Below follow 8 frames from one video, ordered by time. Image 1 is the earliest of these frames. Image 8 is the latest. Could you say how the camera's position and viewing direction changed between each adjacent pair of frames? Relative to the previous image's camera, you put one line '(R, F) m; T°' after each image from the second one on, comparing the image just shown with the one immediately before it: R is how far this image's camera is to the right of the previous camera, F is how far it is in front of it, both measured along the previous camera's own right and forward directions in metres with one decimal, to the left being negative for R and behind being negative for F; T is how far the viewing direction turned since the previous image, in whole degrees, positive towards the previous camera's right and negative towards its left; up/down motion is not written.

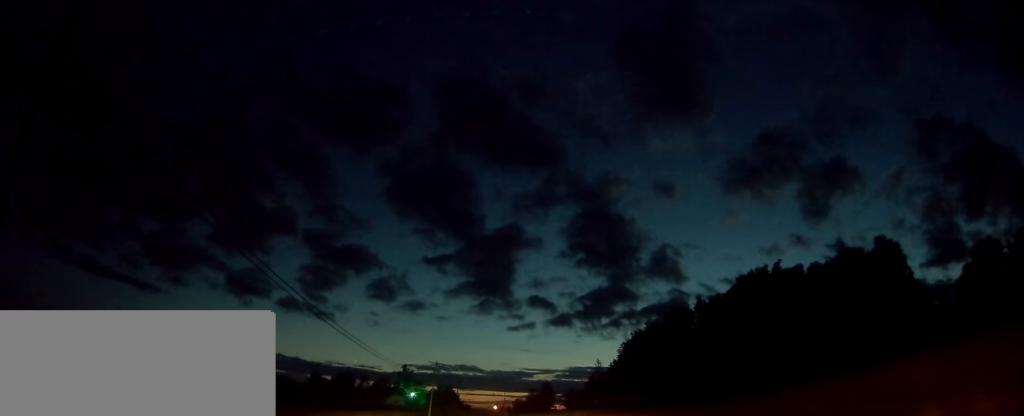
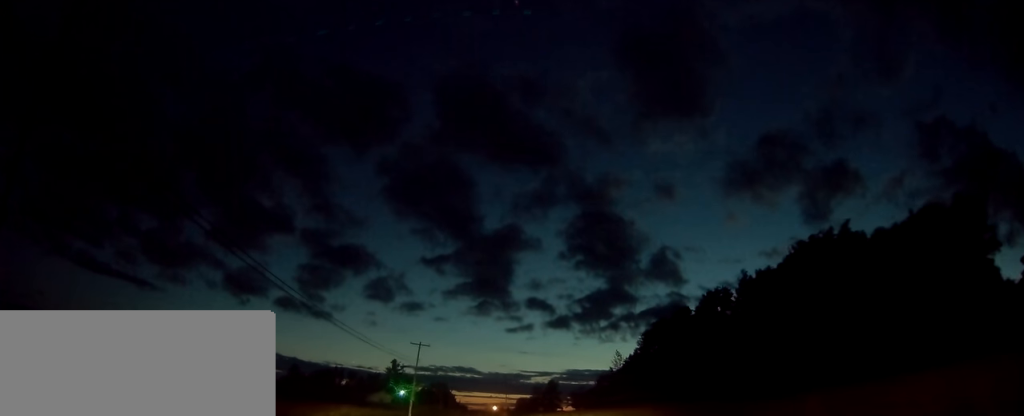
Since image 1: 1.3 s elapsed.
(-0.3, +23.5) m; 0°
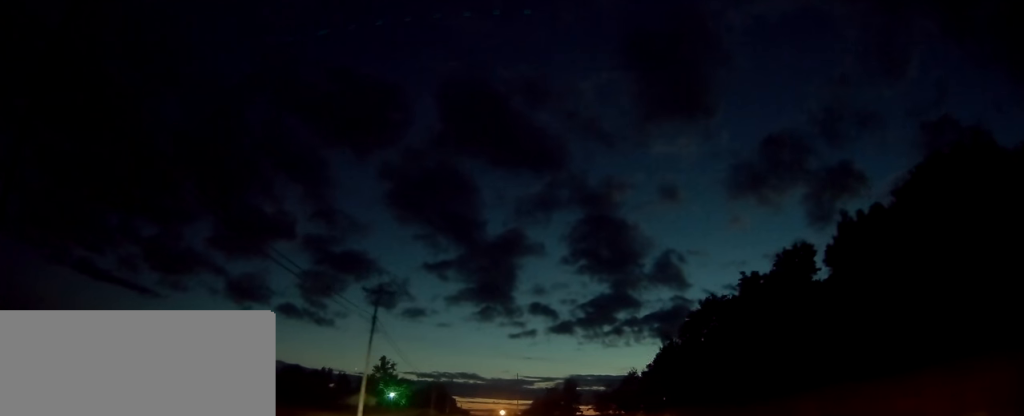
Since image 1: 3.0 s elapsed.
(+0.2, +31.4) m; 0°
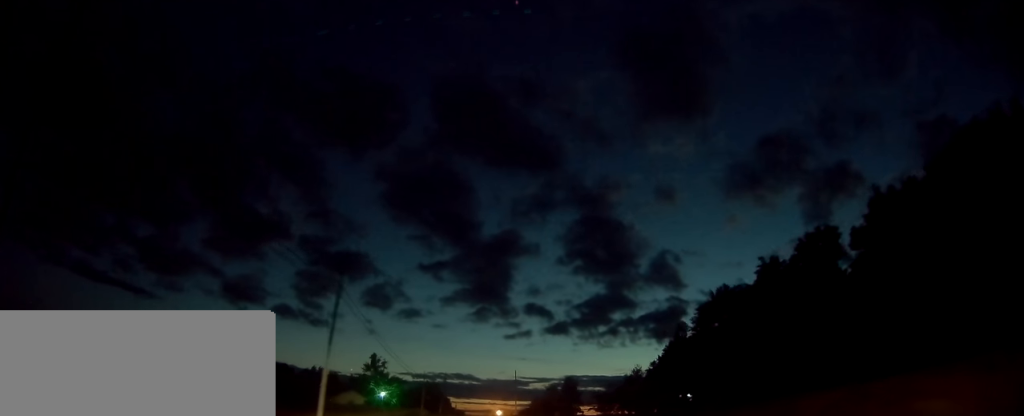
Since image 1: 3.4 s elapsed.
(-0.1, +8.6) m; 0°
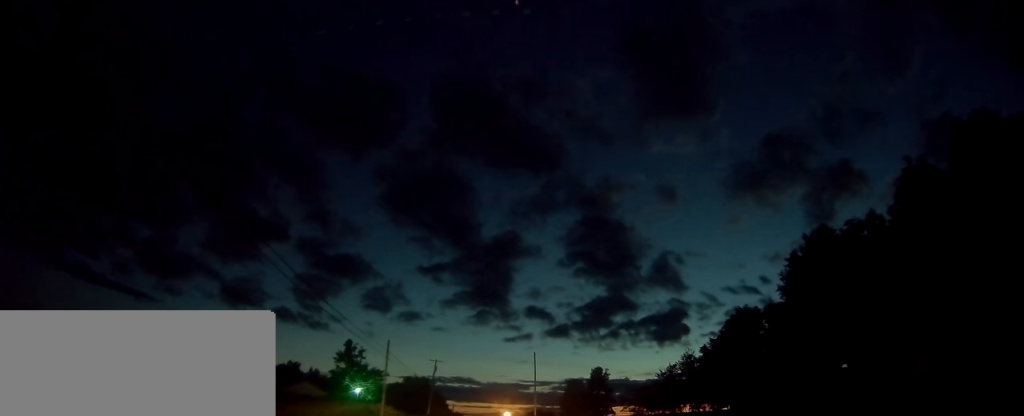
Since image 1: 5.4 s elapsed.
(0.0, +36.0) m; 0°
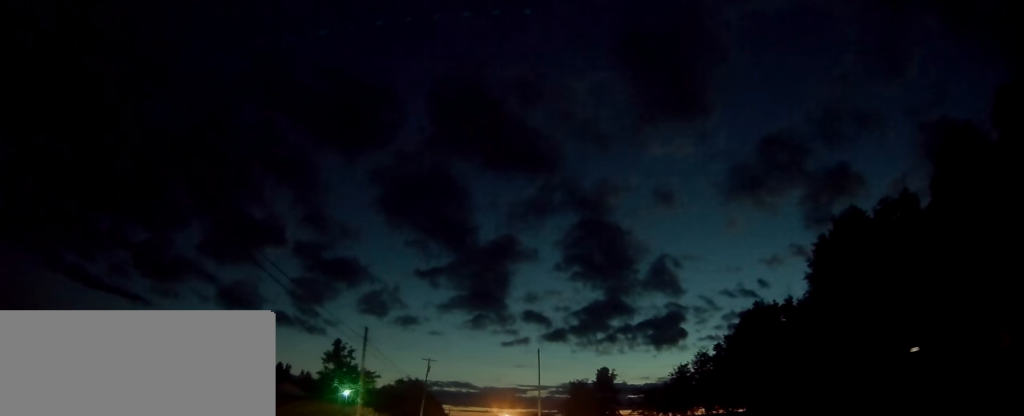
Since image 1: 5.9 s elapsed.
(+0.2, +8.4) m; +1°
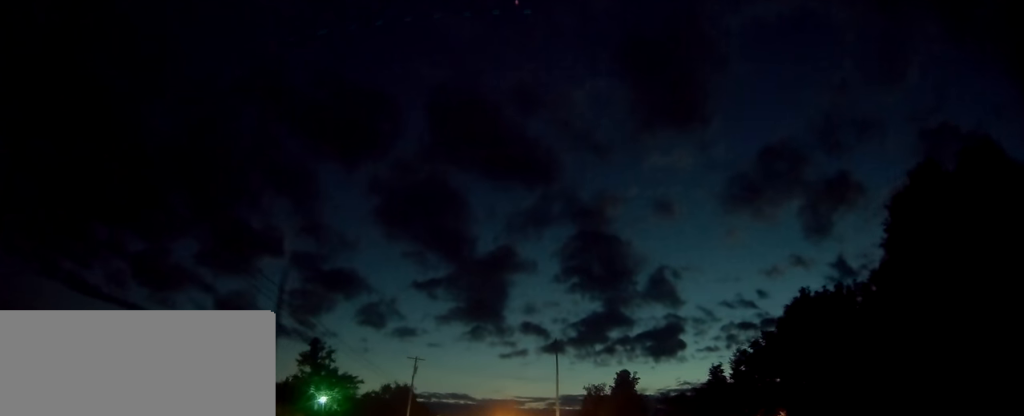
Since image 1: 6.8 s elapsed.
(+0.1, +16.8) m; 0°
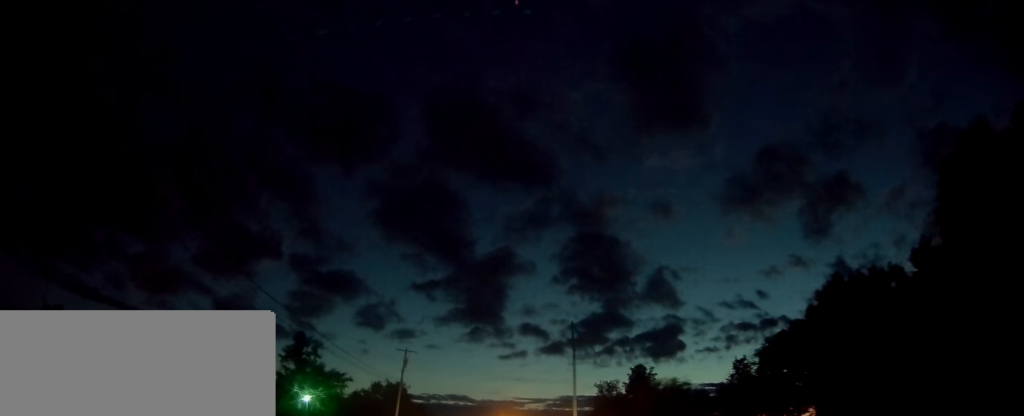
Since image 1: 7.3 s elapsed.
(0.0, +9.5) m; 0°
